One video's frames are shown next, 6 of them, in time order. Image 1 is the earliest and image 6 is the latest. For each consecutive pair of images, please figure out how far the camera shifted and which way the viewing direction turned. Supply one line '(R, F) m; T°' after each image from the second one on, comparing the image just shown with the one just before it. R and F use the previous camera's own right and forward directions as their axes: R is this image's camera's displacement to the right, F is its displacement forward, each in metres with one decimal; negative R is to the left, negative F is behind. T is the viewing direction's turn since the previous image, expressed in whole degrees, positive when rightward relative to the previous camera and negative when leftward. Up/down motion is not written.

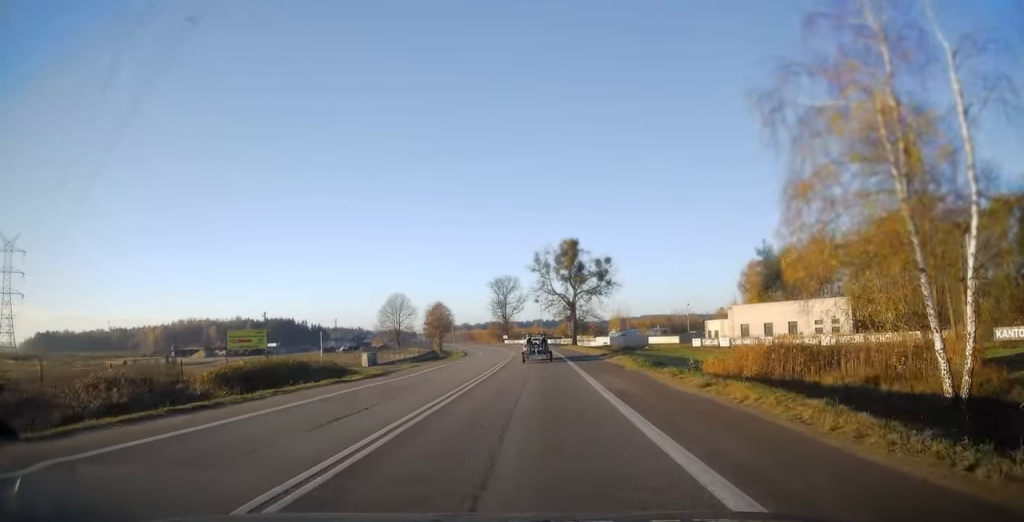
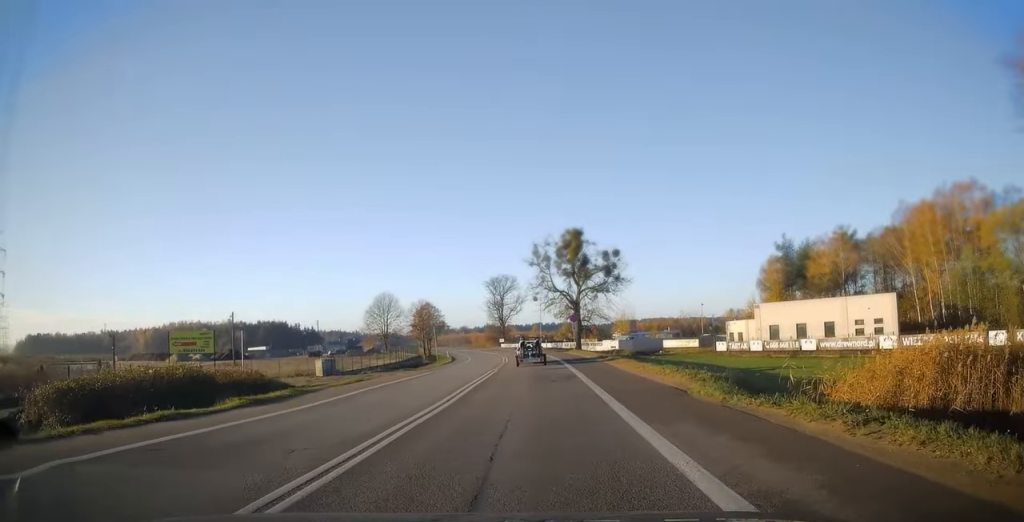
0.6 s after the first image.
(-0.1, +11.5) m; 0°
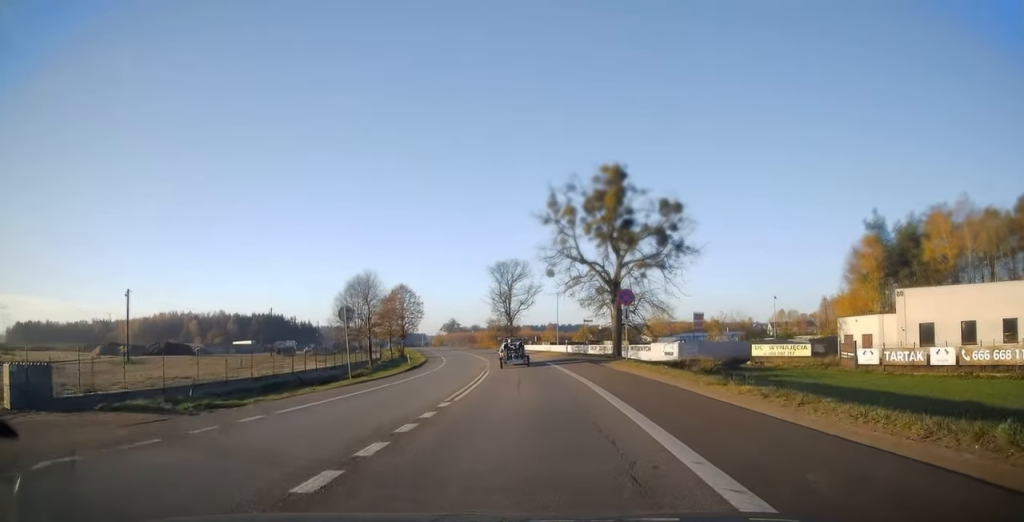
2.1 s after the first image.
(-0.5, +29.8) m; -3°
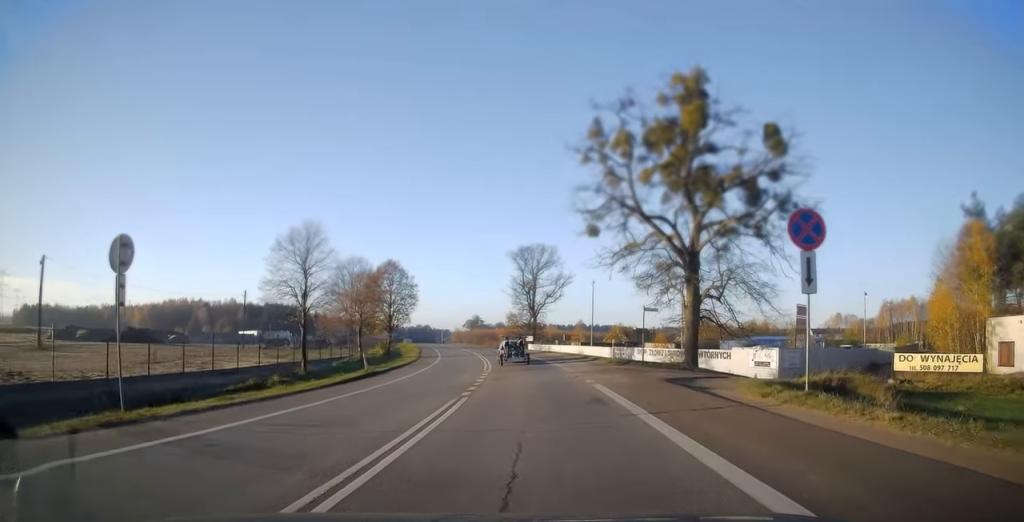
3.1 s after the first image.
(-0.4, +18.4) m; -2°
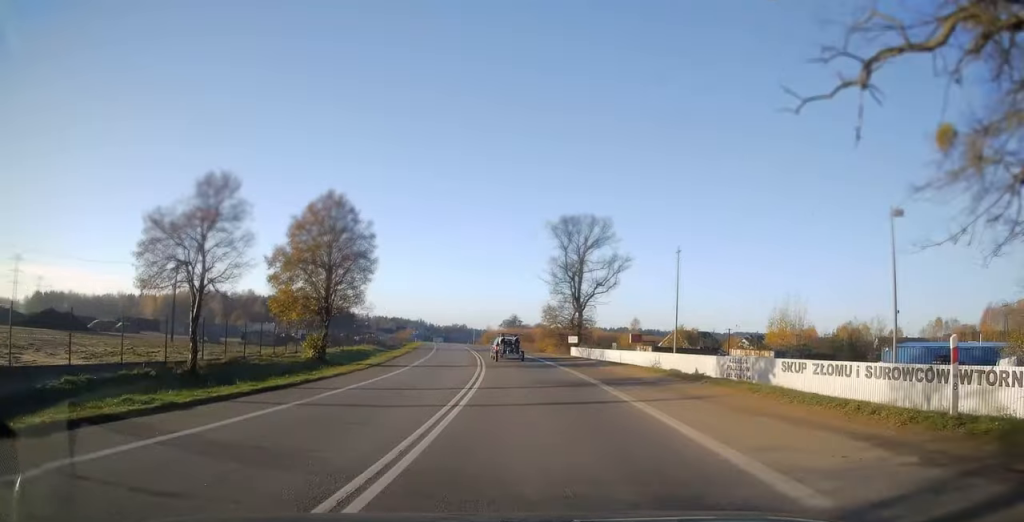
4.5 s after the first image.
(-0.5, +26.3) m; -4°
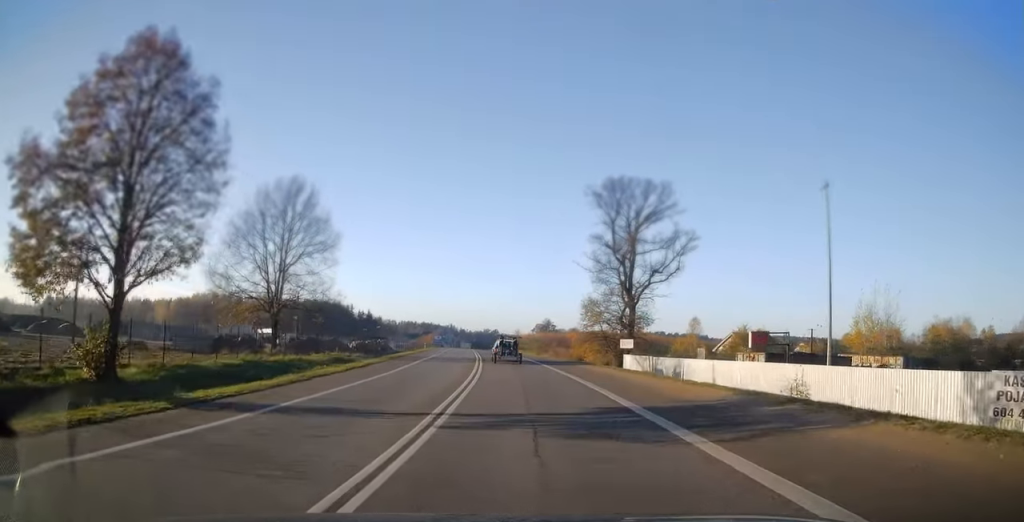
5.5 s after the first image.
(-0.9, +19.7) m; -3°
